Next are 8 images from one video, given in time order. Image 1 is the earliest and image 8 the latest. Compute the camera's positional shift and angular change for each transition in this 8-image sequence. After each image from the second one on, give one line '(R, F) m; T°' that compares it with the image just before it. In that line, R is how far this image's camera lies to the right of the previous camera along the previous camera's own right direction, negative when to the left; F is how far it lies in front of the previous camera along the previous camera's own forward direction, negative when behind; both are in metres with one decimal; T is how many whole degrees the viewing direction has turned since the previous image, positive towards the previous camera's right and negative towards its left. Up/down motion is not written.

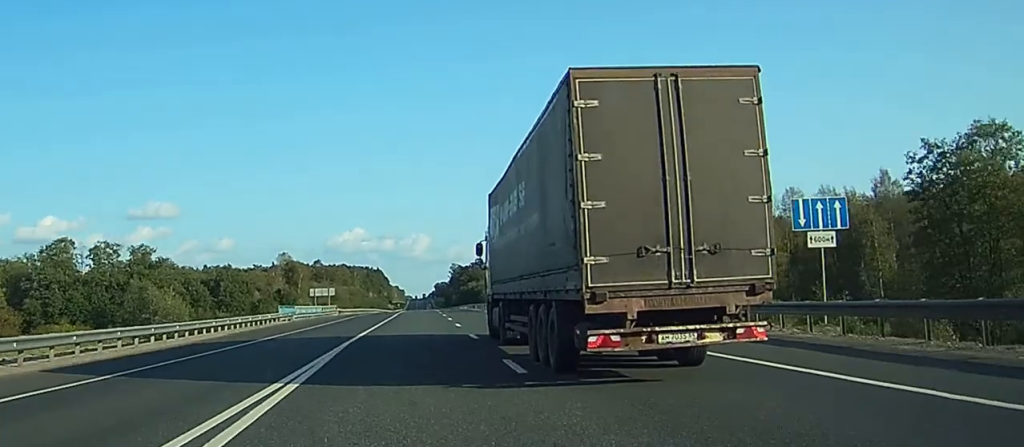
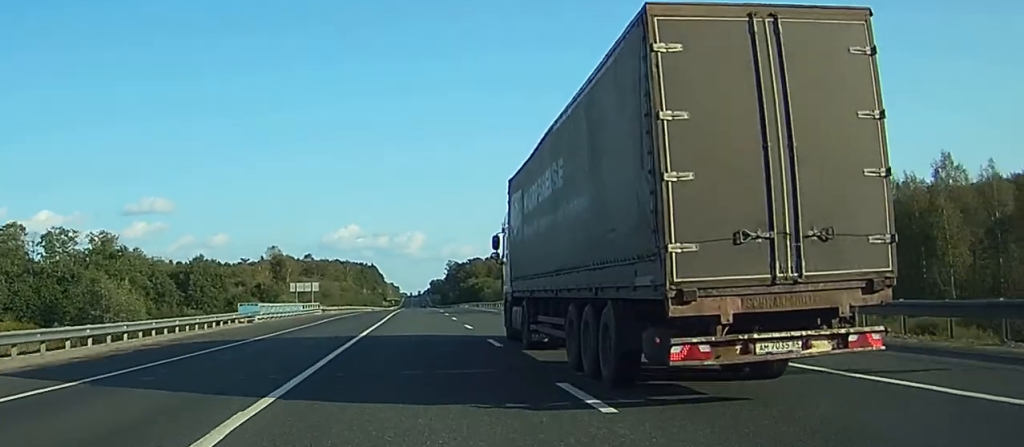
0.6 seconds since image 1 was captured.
(-0.1, +16.7) m; 0°
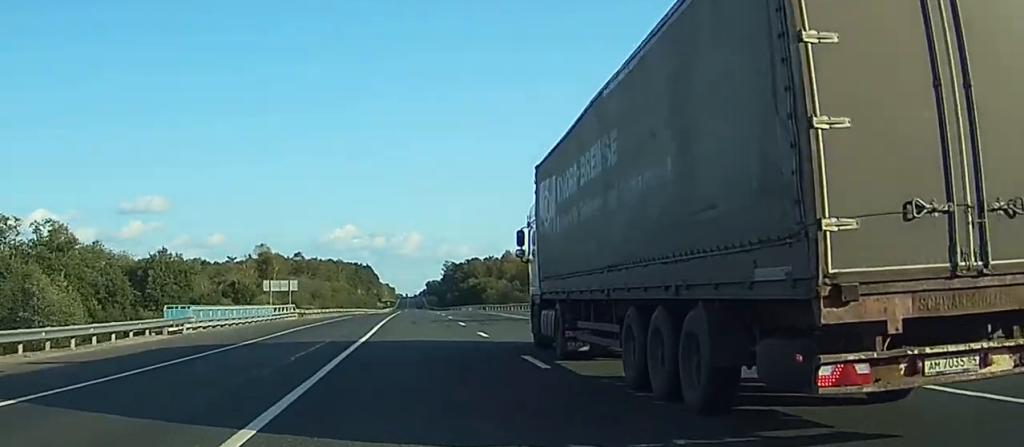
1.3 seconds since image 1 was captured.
(0.0, +17.8) m; 0°
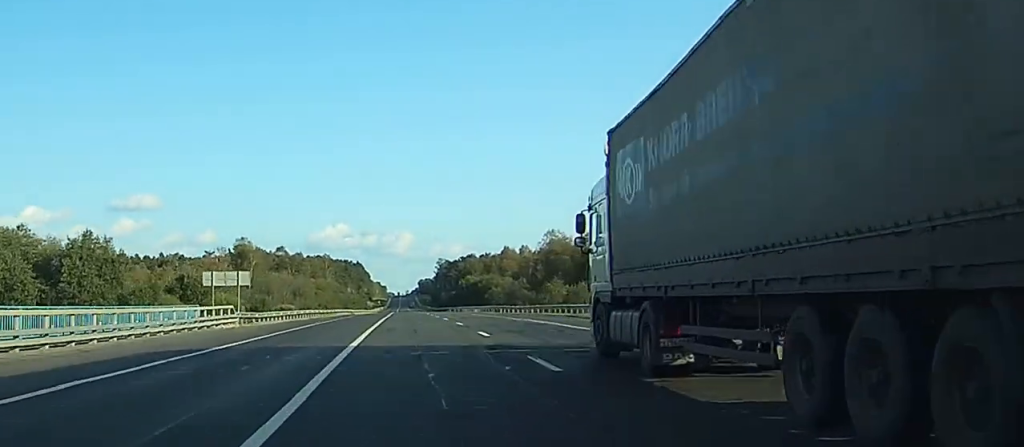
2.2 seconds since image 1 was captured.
(+0.1, +24.2) m; 0°
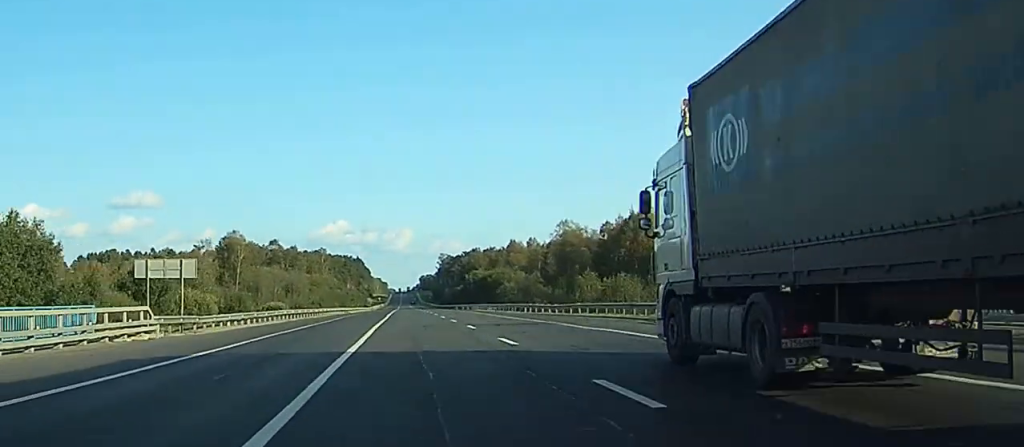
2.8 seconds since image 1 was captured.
(+0.1, +17.1) m; 0°
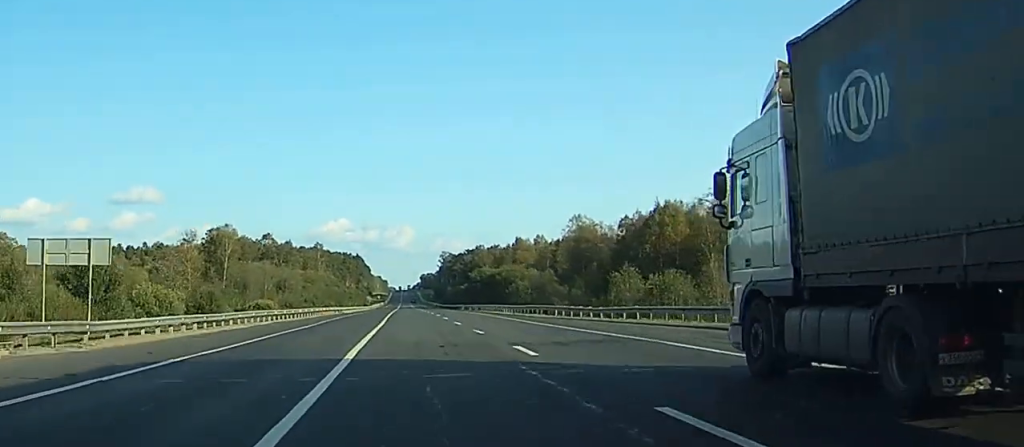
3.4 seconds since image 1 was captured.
(0.0, +14.5) m; 0°
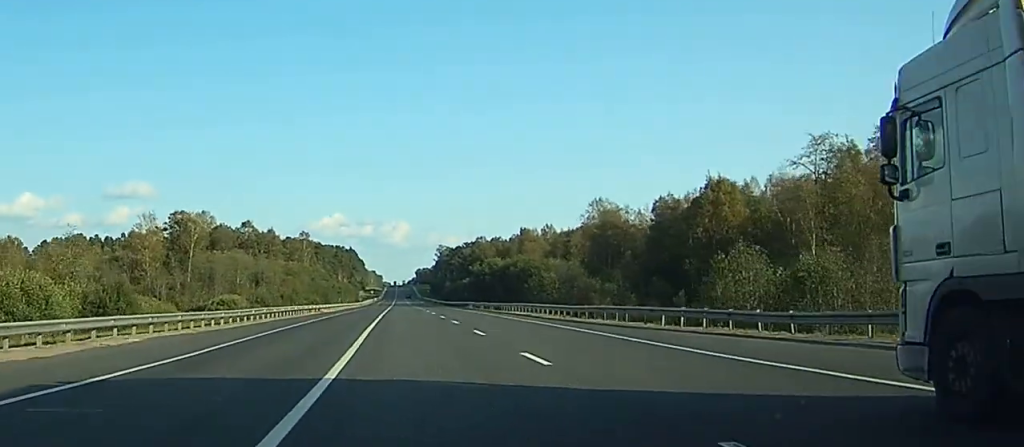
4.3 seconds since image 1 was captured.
(0.0, +25.5) m; 0°
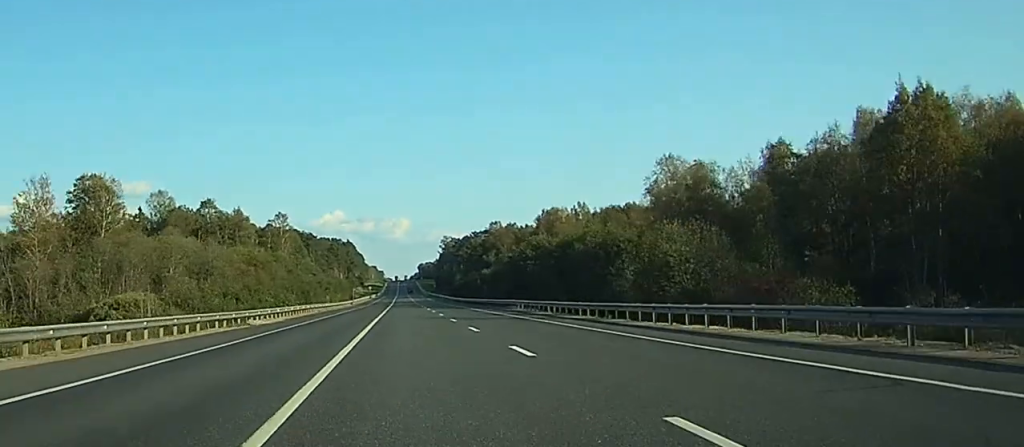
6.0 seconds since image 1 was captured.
(+0.1, +46.0) m; 0°
